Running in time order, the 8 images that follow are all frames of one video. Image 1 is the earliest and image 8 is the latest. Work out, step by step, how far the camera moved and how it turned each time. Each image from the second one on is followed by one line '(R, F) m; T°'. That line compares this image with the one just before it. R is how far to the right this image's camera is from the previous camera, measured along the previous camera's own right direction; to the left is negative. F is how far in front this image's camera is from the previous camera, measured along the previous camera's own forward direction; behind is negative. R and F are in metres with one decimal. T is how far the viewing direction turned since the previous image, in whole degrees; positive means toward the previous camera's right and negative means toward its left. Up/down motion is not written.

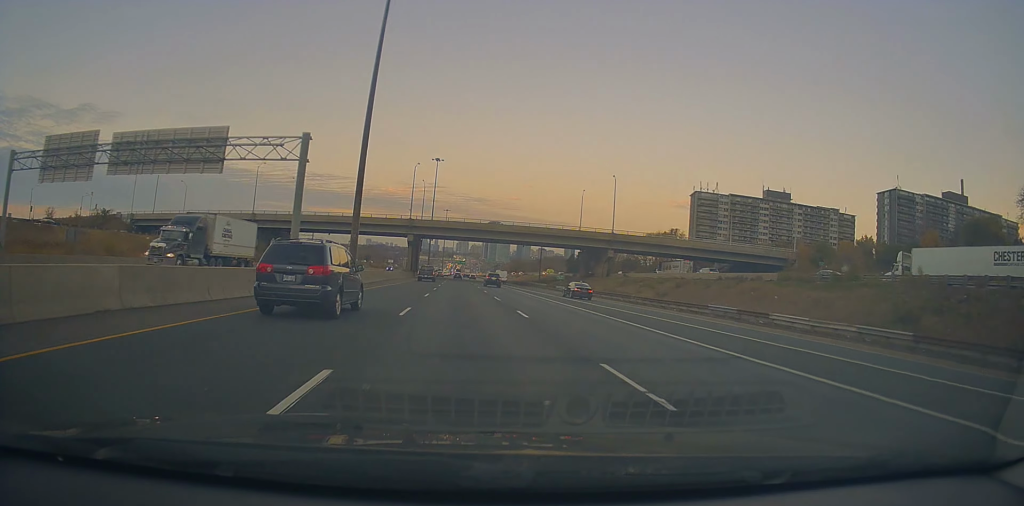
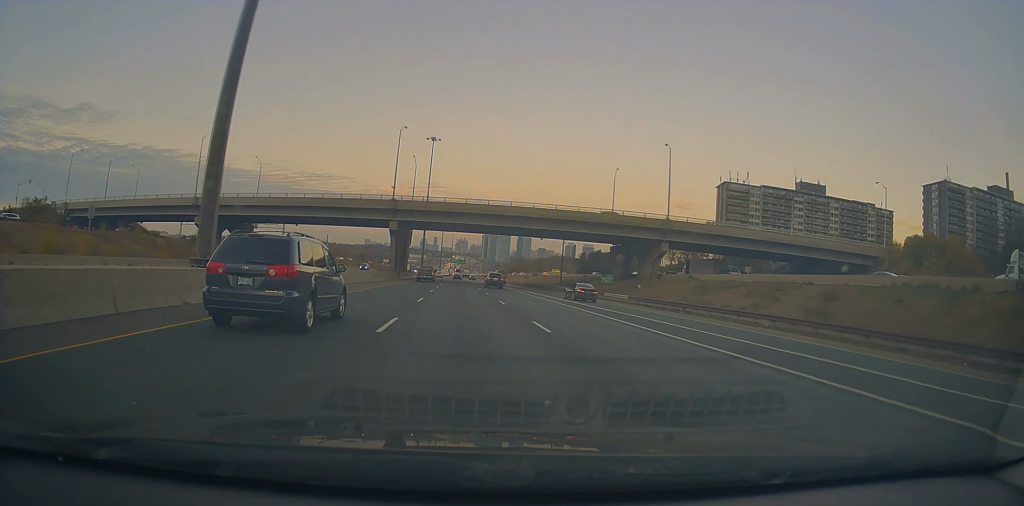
(0.0, +28.1) m; 0°
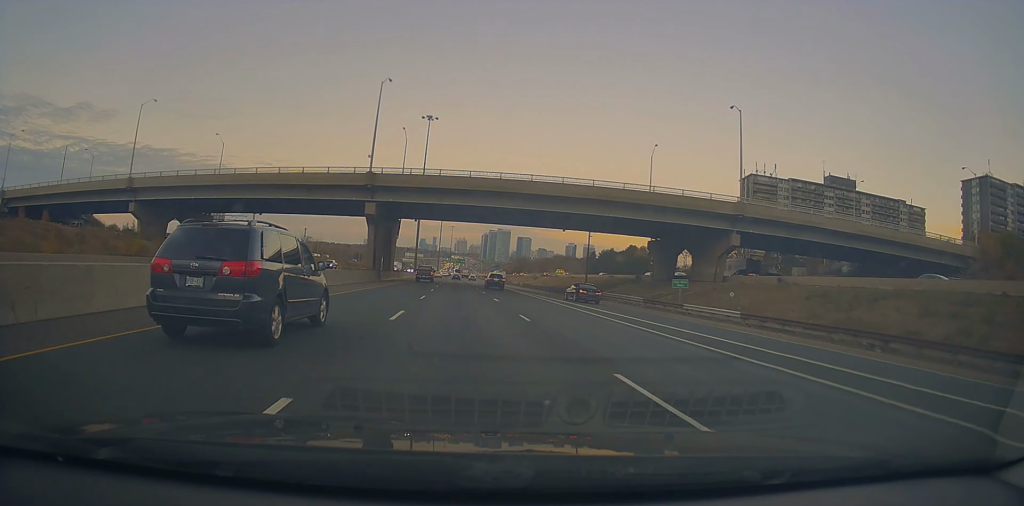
(0.0, +20.9) m; 0°
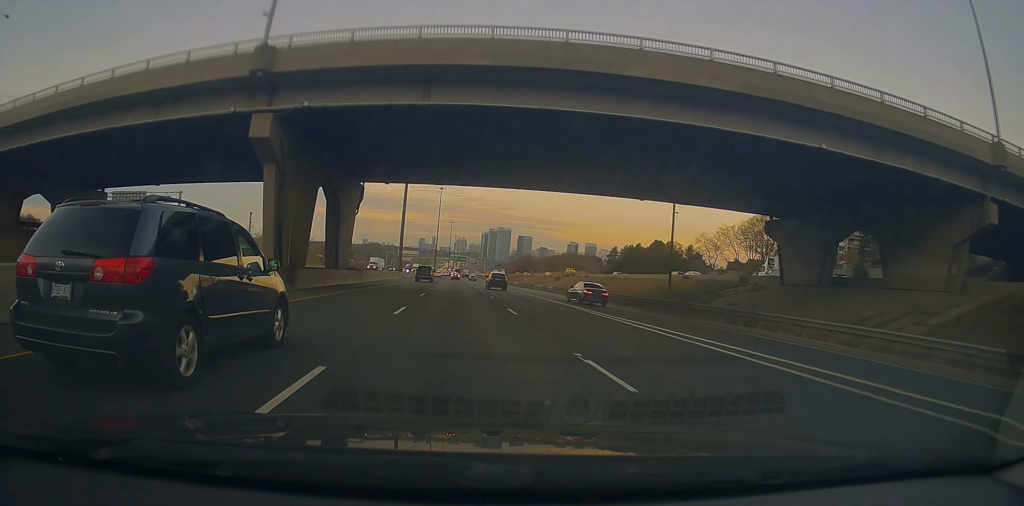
(0.0, +33.6) m; -1°
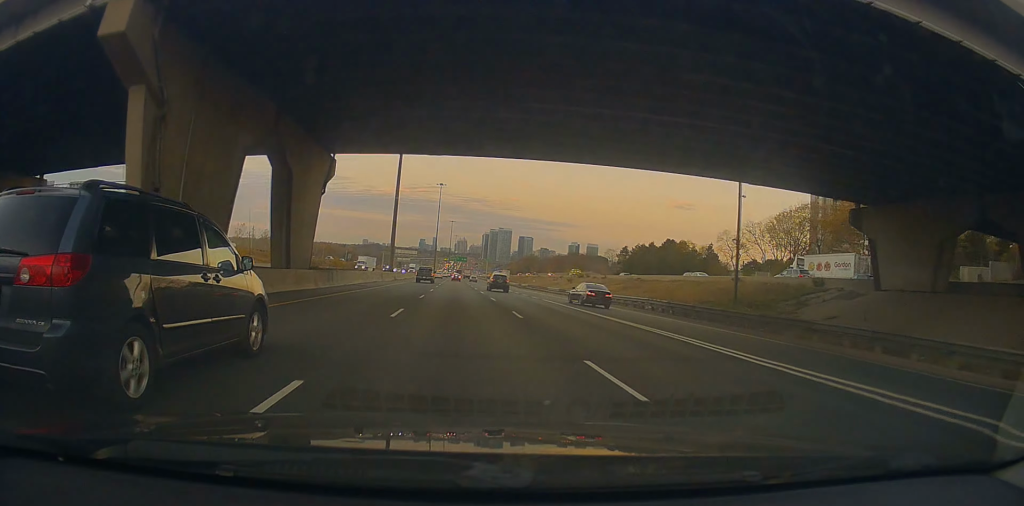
(+0.1, +12.8) m; -1°
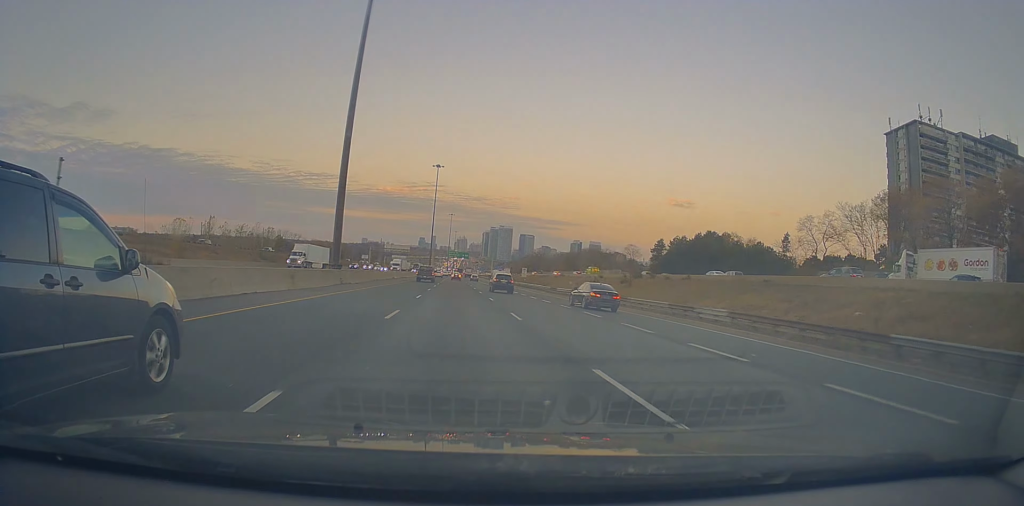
(-0.5, +35.7) m; 0°
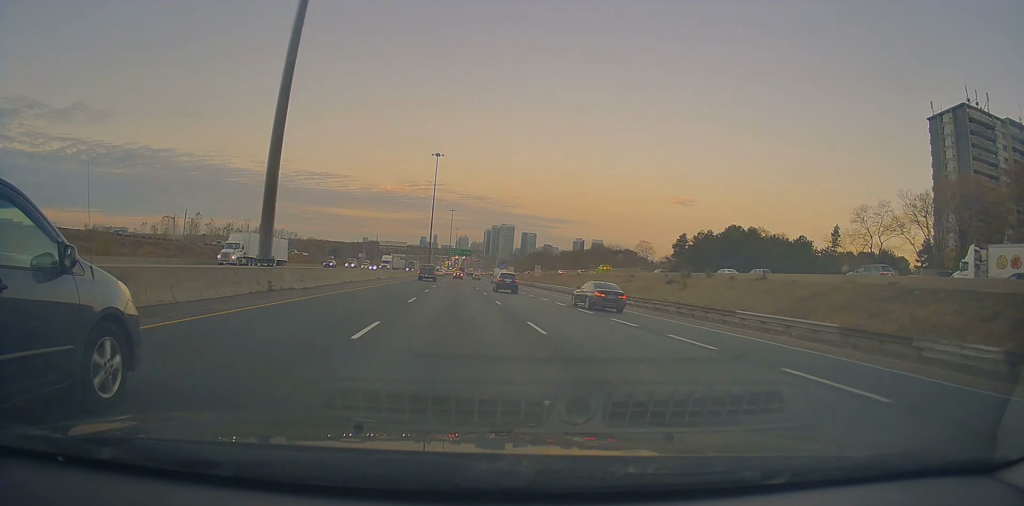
(+0.3, +16.1) m; +1°
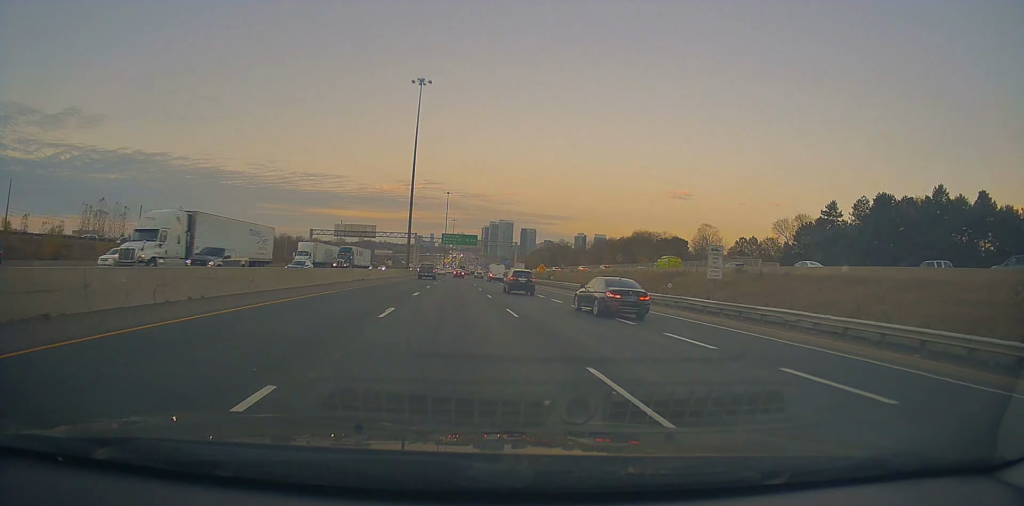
(+0.4, +66.5) m; 0°
